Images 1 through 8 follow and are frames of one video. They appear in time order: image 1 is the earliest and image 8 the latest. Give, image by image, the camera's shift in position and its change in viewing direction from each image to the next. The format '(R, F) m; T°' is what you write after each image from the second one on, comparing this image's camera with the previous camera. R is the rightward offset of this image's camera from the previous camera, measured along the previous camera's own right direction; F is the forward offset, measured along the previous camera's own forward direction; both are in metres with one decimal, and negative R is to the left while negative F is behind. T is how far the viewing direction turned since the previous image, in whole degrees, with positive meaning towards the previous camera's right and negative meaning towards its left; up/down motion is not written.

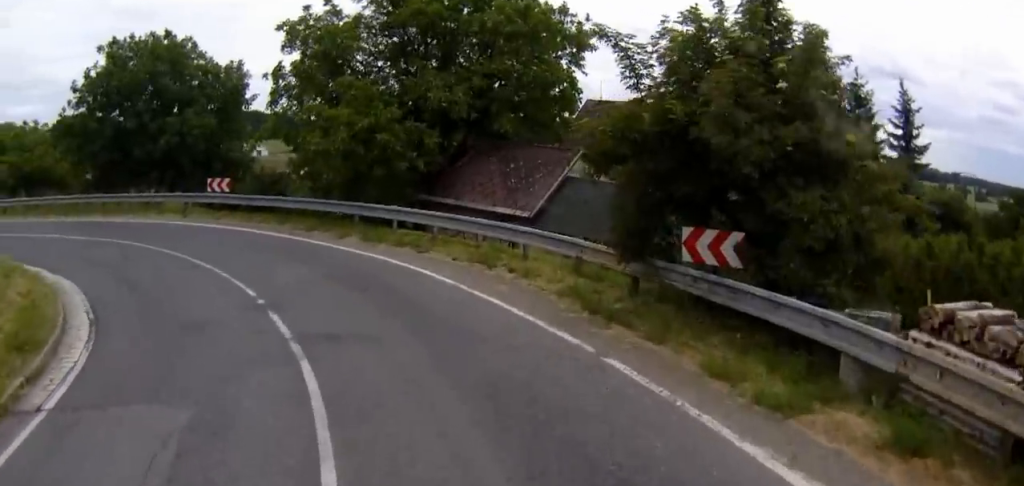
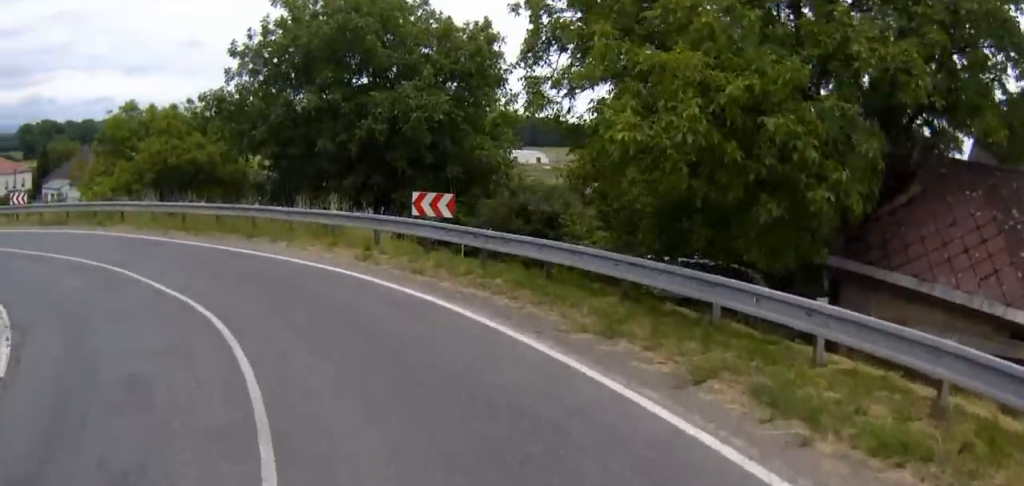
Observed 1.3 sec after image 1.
(-2.6, +11.5) m; -27°
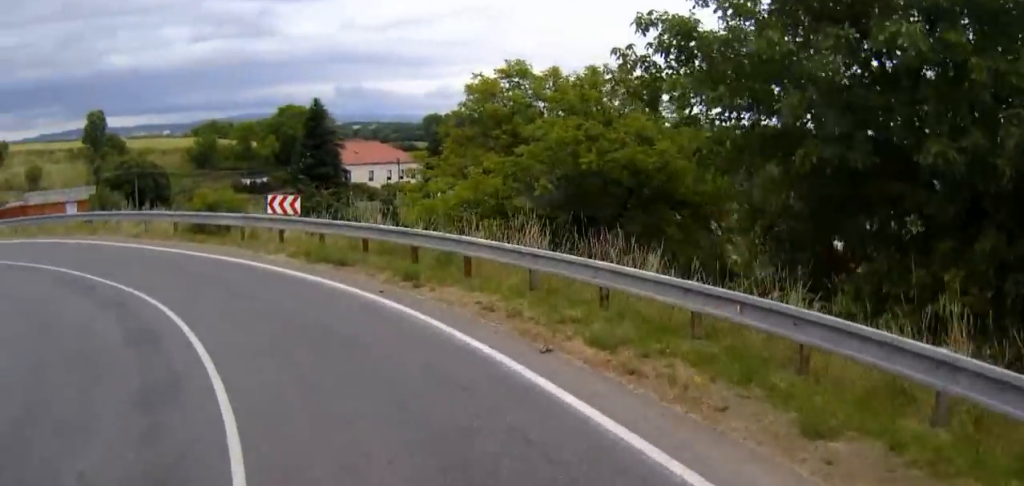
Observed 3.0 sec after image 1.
(-3.6, +13.1) m; -33°
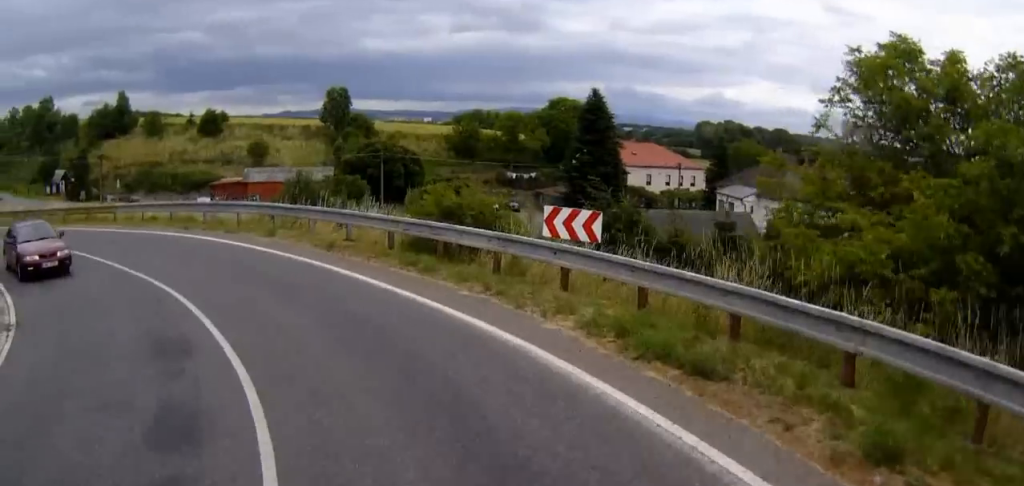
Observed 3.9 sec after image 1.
(-1.4, +7.5) m; -20°
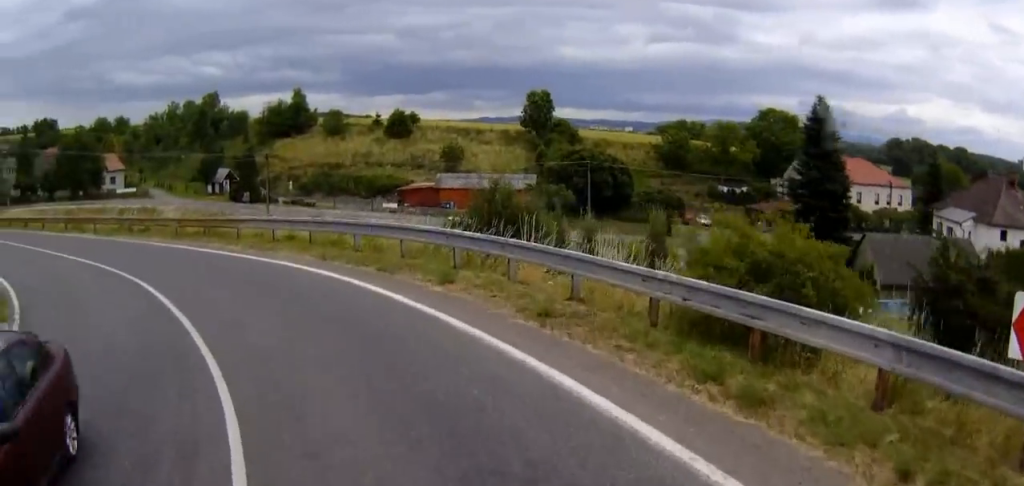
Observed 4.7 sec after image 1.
(-0.7, +6.3) m; -12°
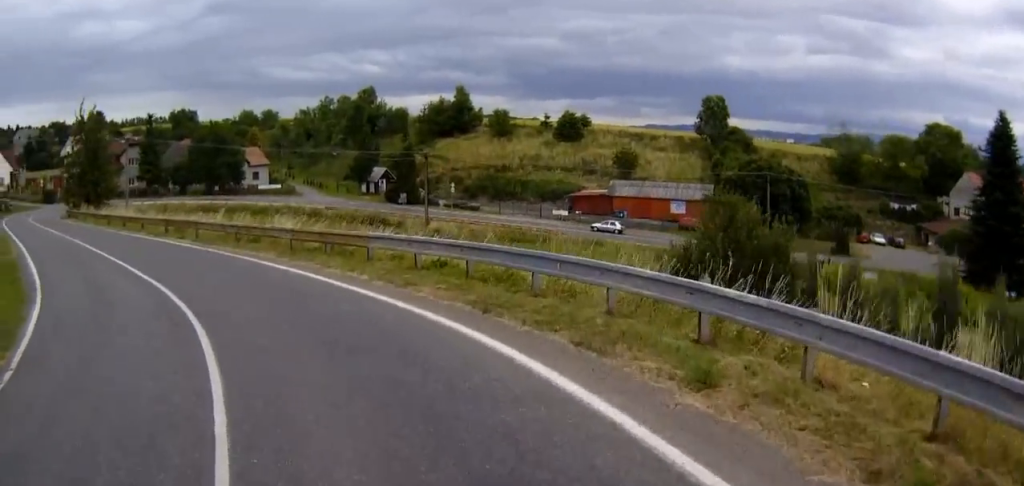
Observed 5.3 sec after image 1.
(-0.6, +4.8) m; -1°
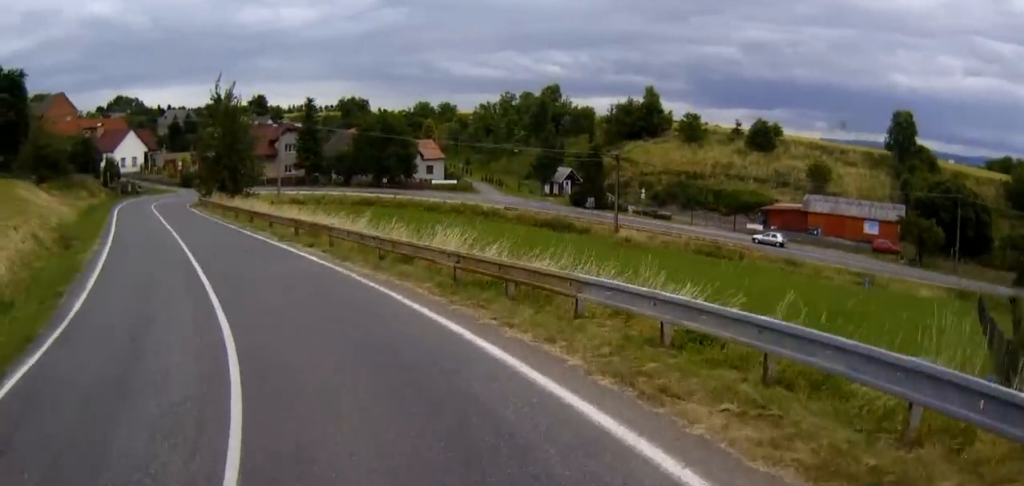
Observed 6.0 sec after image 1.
(0.0, +5.3) m; -2°
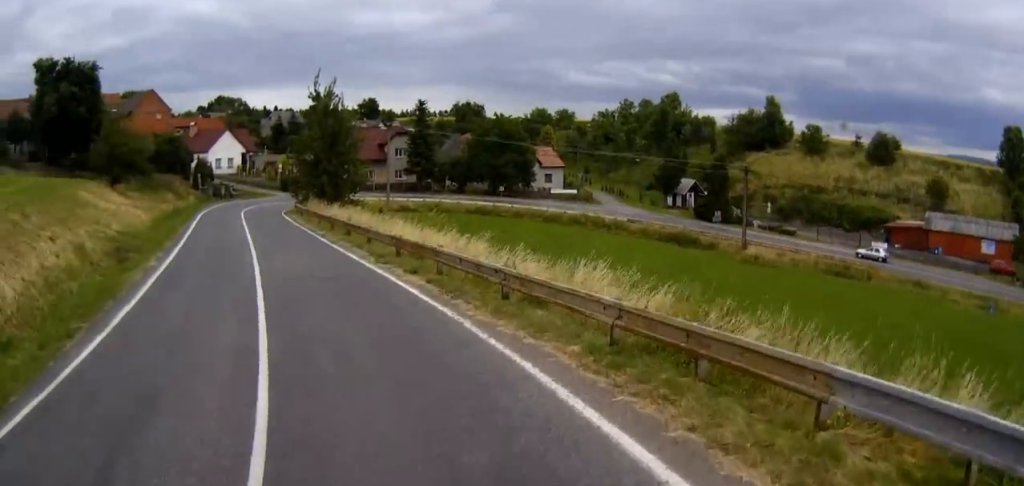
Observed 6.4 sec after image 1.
(+0.4, +3.5) m; -1°
